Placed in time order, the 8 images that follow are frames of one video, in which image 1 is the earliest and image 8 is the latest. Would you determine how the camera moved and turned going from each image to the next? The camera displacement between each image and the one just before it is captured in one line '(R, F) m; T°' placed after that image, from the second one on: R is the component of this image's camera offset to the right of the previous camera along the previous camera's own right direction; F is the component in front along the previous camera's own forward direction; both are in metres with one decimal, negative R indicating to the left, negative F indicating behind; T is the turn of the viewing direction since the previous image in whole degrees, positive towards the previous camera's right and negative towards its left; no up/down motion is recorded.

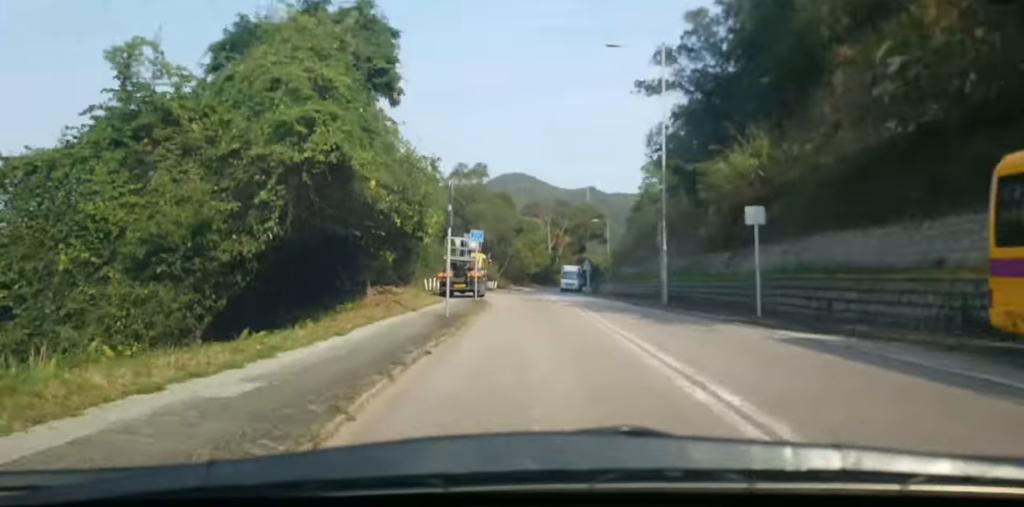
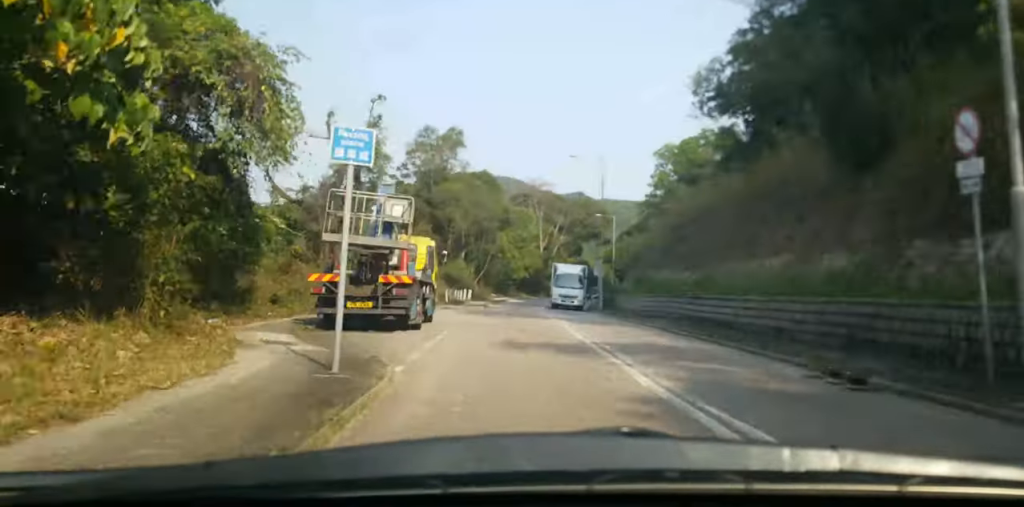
(+0.7, +25.4) m; +3°
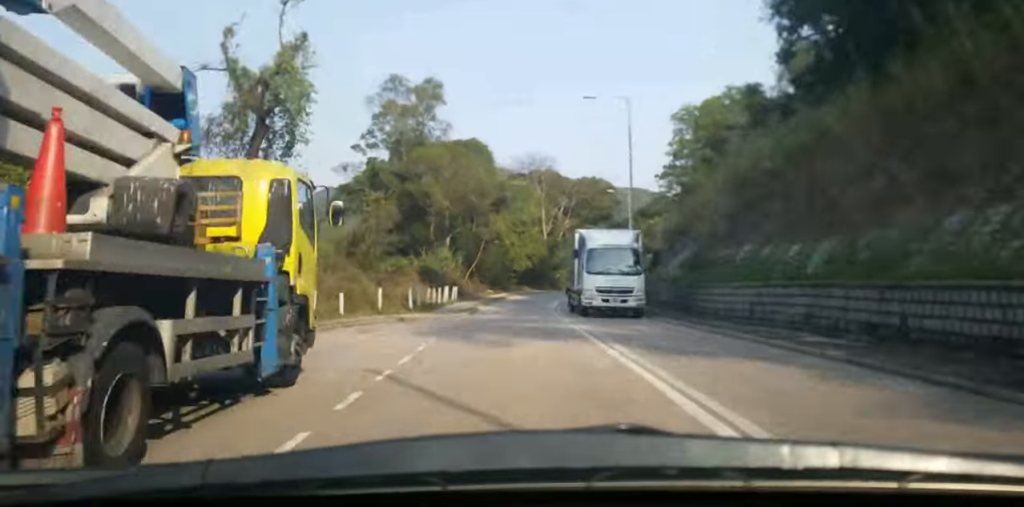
(+0.3, +15.9) m; +2°
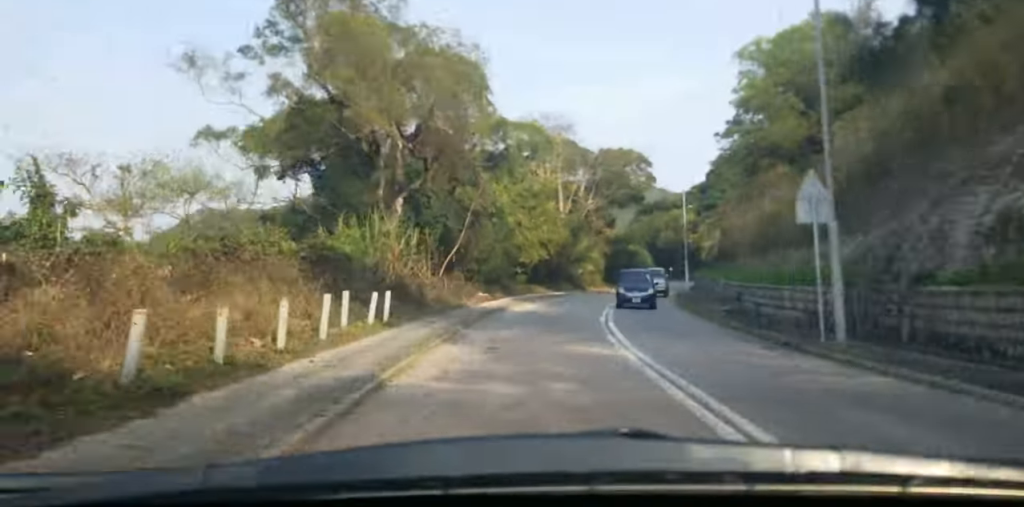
(+0.4, +24.7) m; +2°
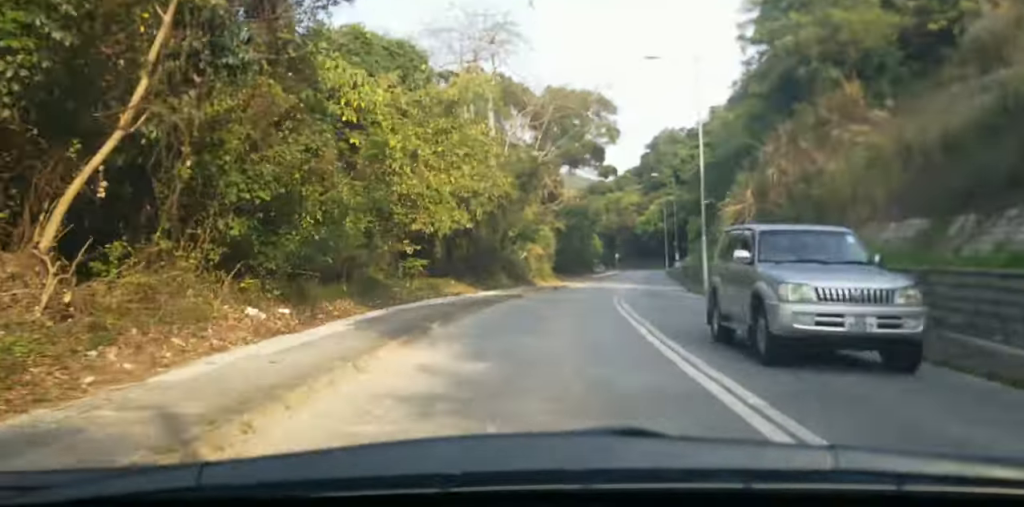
(+0.6, +26.6) m; +4°
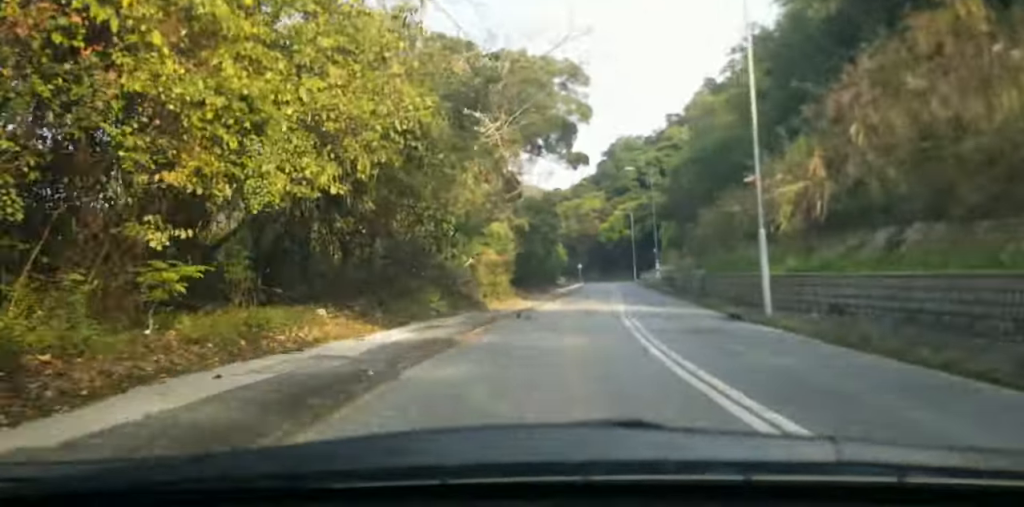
(+0.4, +14.4) m; +5°
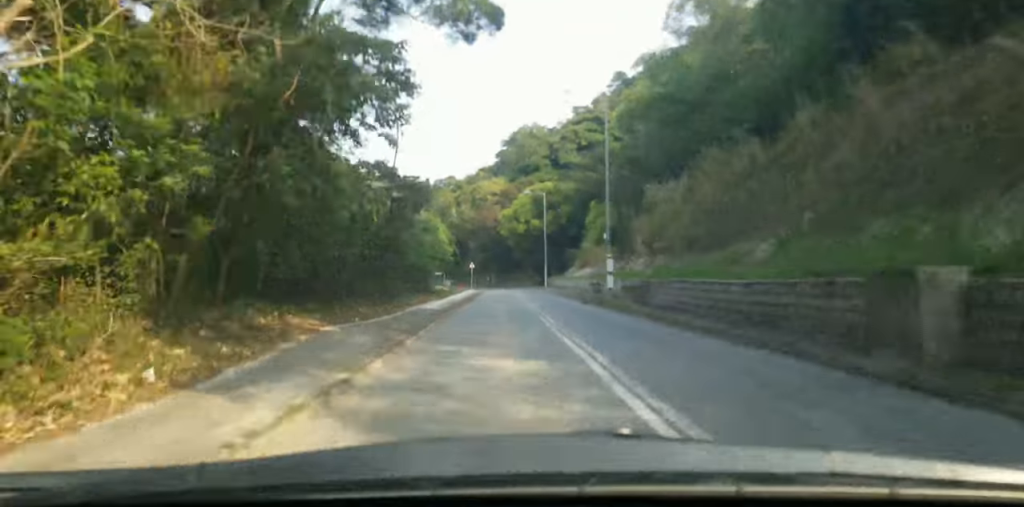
(+2.9, +32.5) m; +7°
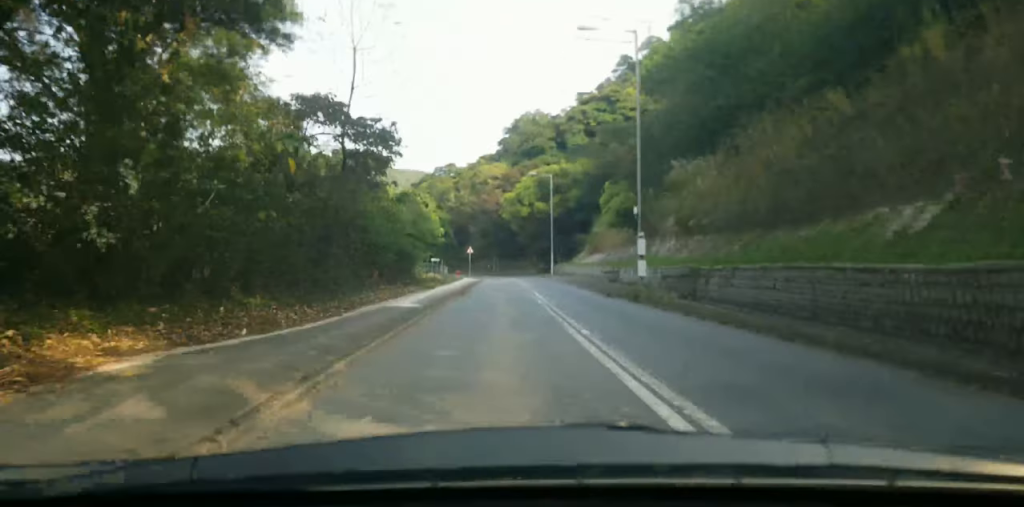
(-0.1, +8.8) m; 0°
